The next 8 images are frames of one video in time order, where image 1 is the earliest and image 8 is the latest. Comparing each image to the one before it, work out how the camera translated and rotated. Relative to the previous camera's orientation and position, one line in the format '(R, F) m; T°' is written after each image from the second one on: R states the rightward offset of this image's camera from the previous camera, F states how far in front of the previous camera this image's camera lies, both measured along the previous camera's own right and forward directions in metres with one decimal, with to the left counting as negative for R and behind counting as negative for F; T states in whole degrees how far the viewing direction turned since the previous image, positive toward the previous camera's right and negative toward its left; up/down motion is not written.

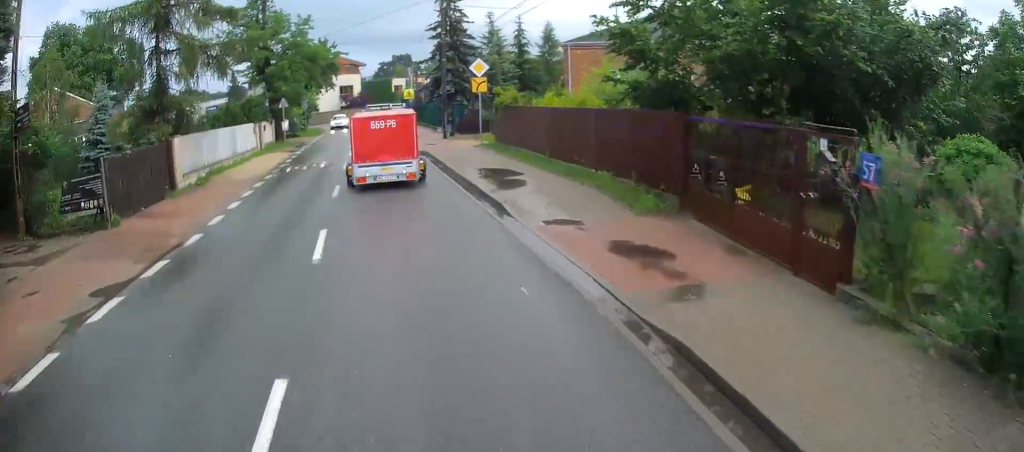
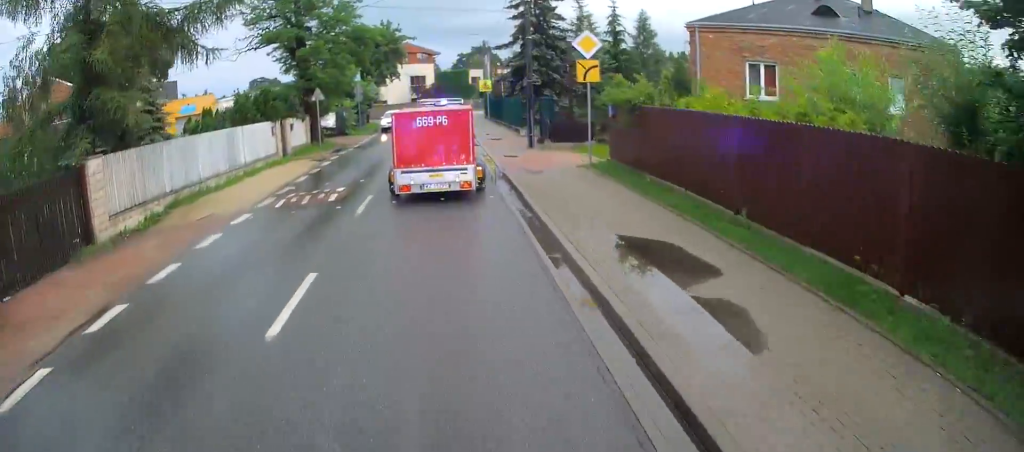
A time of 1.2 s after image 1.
(-0.6, +9.8) m; -13°
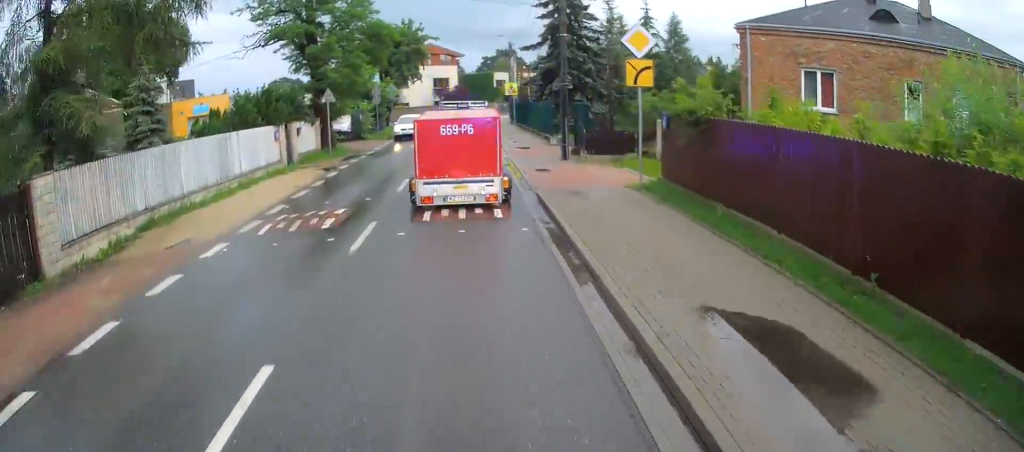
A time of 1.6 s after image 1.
(-0.5, +2.9) m; -3°
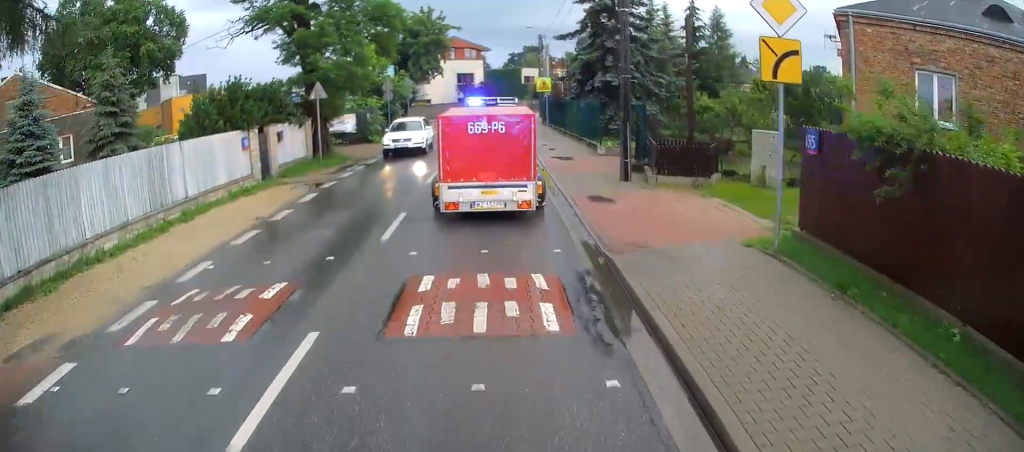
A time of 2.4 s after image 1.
(-0.6, +5.9) m; -5°
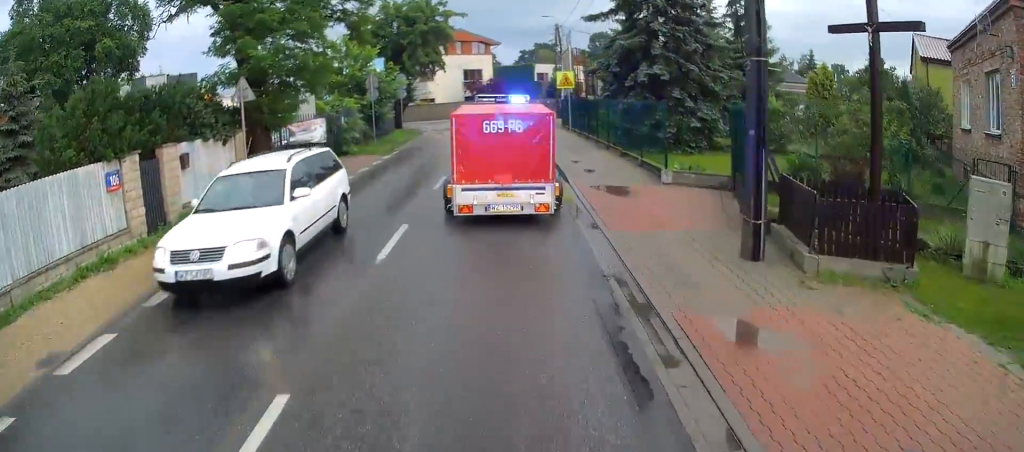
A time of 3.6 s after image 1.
(+0.1, +7.6) m; +1°
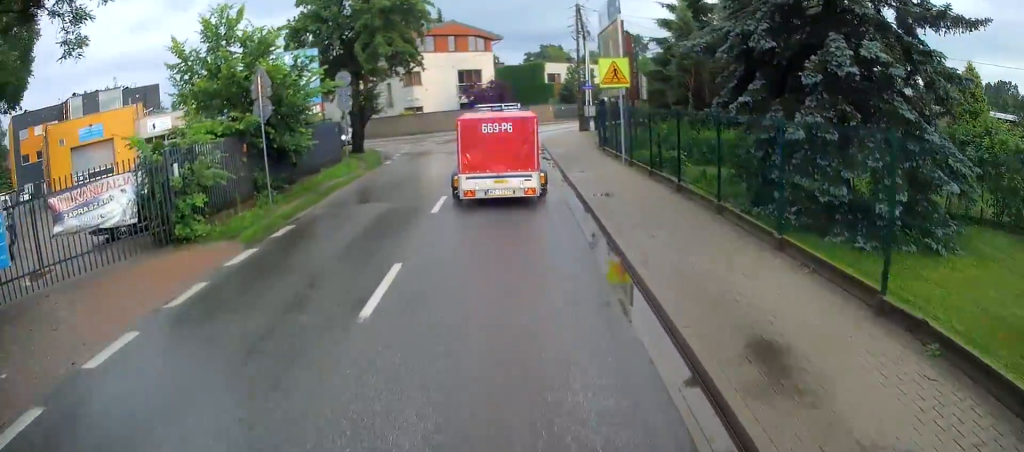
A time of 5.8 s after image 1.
(+0.4, +13.9) m; +3°
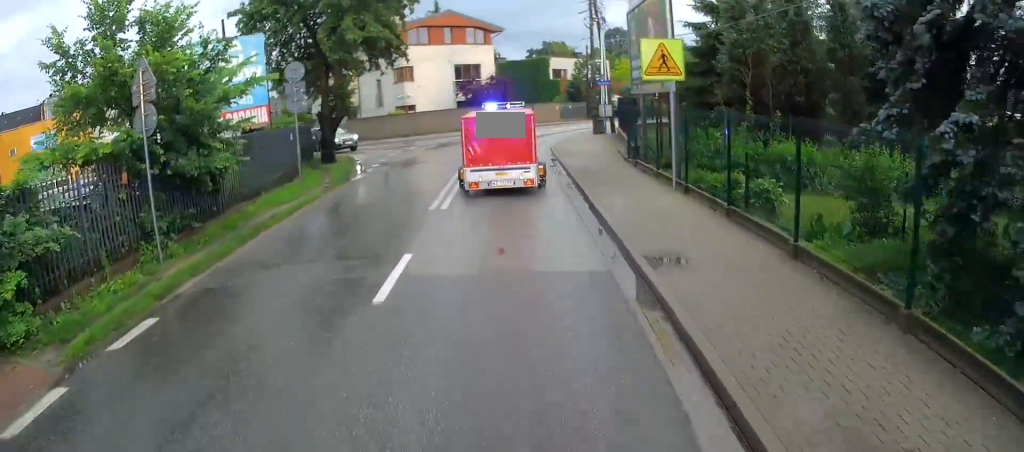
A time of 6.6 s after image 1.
(0.0, +5.2) m; 0°
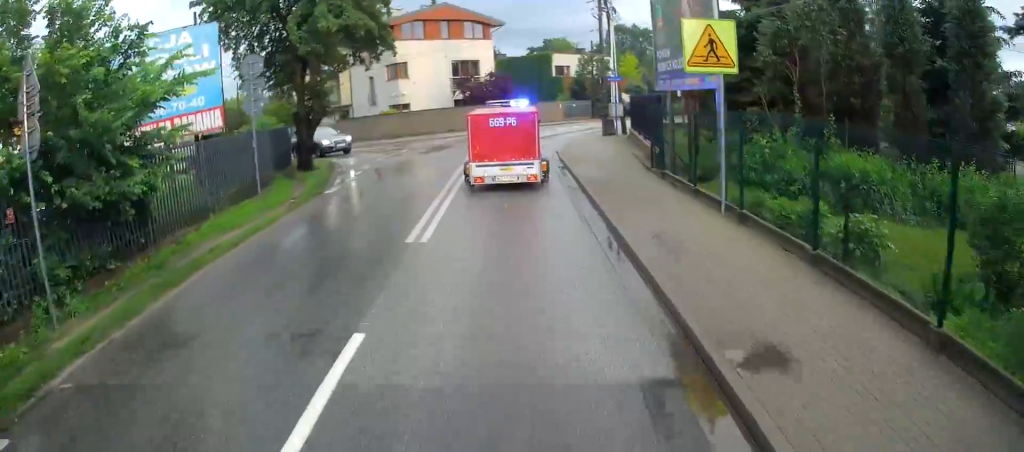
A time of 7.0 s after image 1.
(-0.1, +2.8) m; 0°
